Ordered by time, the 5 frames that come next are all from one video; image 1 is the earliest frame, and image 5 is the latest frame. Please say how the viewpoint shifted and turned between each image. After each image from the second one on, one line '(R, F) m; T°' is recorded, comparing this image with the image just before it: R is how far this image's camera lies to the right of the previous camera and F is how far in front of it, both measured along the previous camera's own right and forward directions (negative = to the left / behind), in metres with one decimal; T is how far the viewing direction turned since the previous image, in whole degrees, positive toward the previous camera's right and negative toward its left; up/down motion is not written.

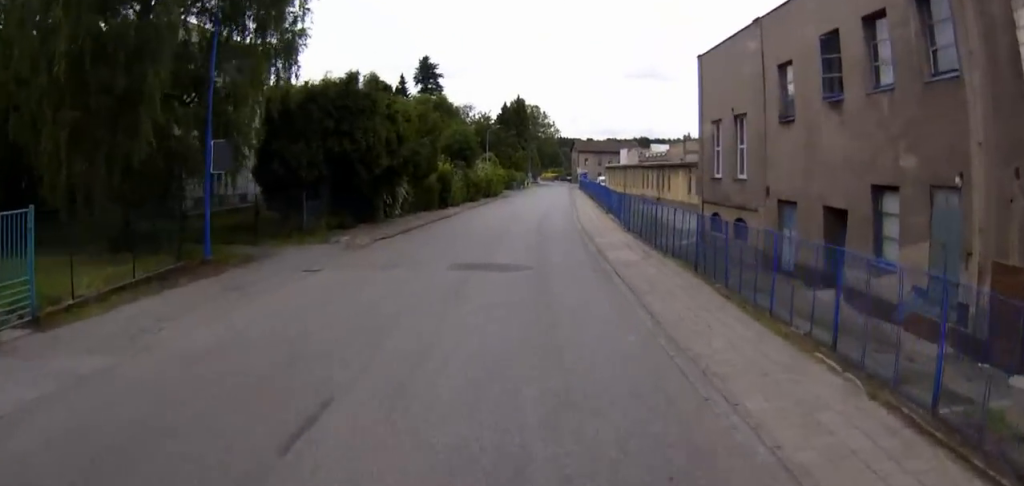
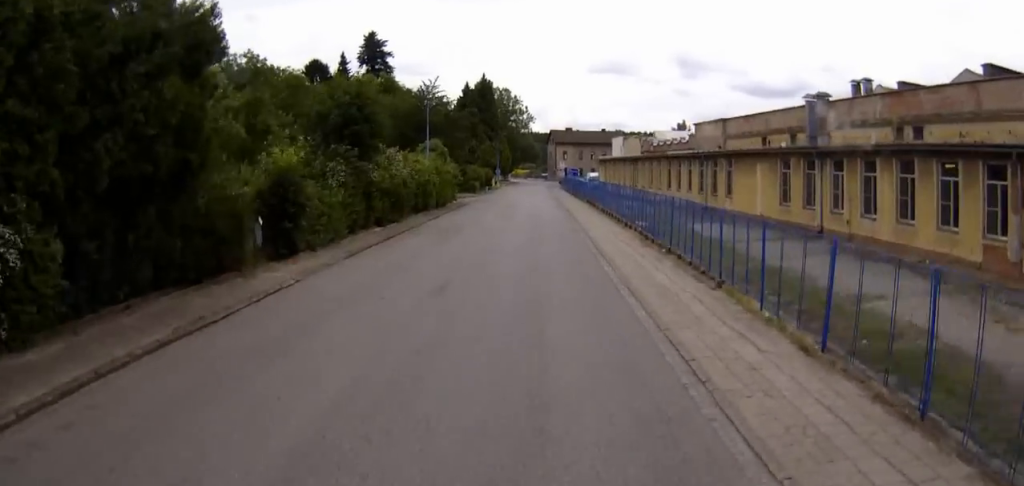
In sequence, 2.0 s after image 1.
(+0.2, +31.7) m; +1°
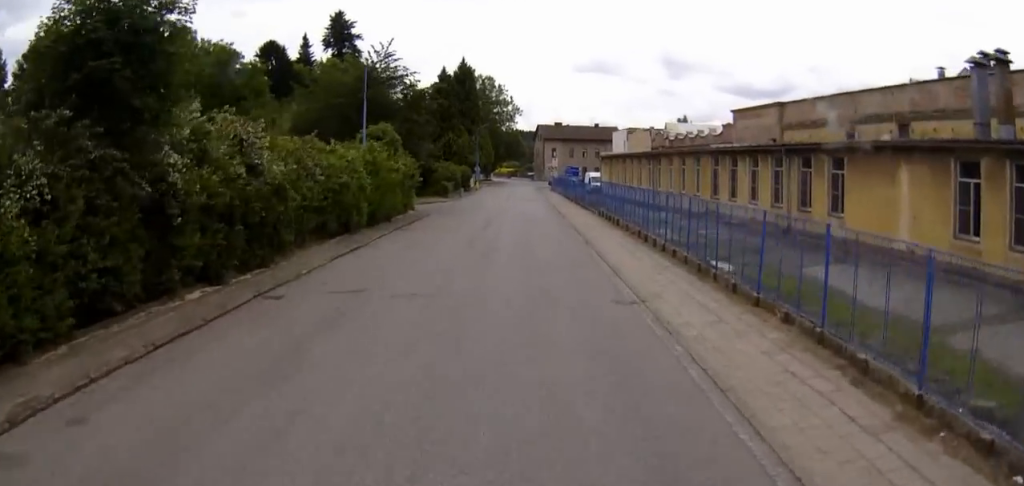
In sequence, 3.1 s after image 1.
(0.0, +17.9) m; 0°
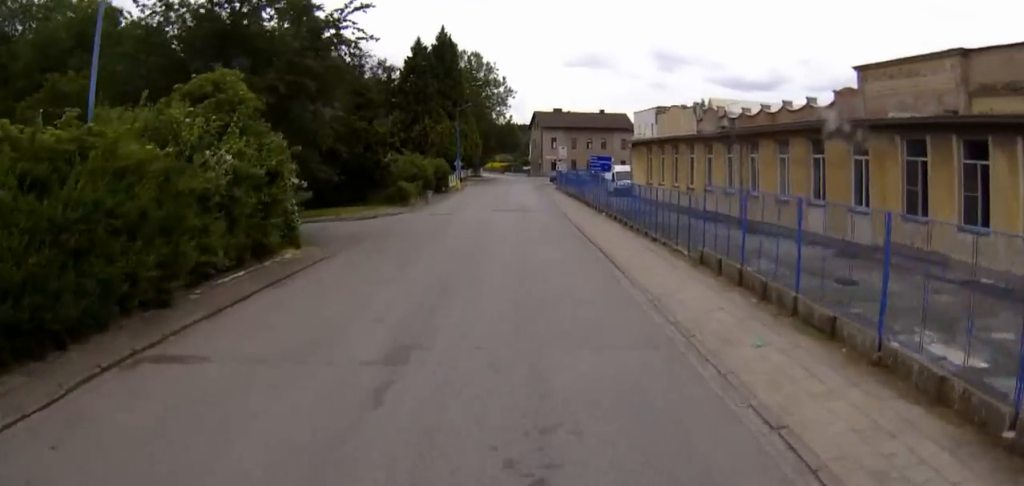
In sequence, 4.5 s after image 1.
(0.0, +23.0) m; 0°
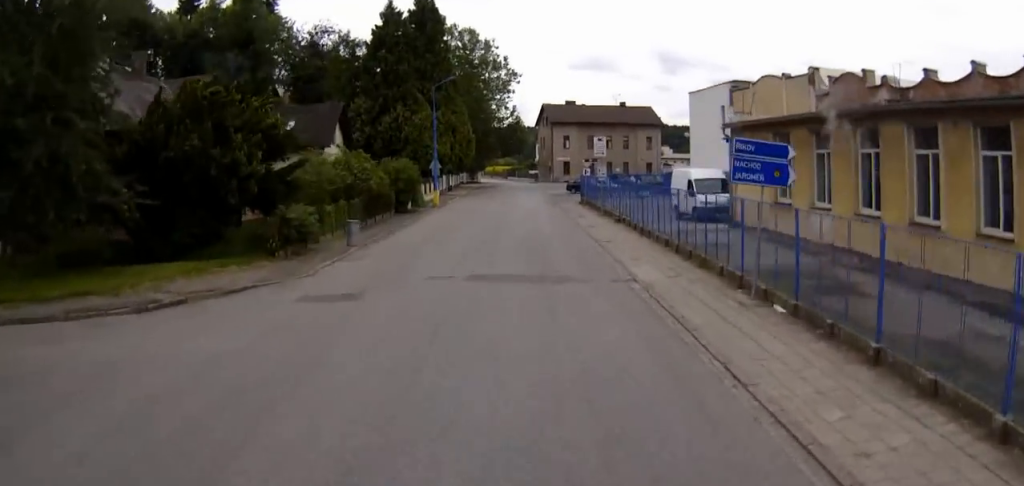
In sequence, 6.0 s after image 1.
(0.0, +23.8) m; 0°
